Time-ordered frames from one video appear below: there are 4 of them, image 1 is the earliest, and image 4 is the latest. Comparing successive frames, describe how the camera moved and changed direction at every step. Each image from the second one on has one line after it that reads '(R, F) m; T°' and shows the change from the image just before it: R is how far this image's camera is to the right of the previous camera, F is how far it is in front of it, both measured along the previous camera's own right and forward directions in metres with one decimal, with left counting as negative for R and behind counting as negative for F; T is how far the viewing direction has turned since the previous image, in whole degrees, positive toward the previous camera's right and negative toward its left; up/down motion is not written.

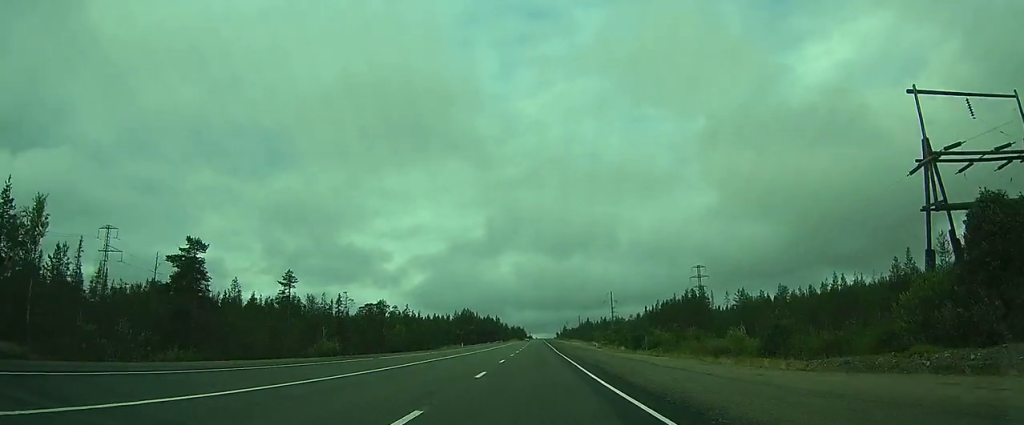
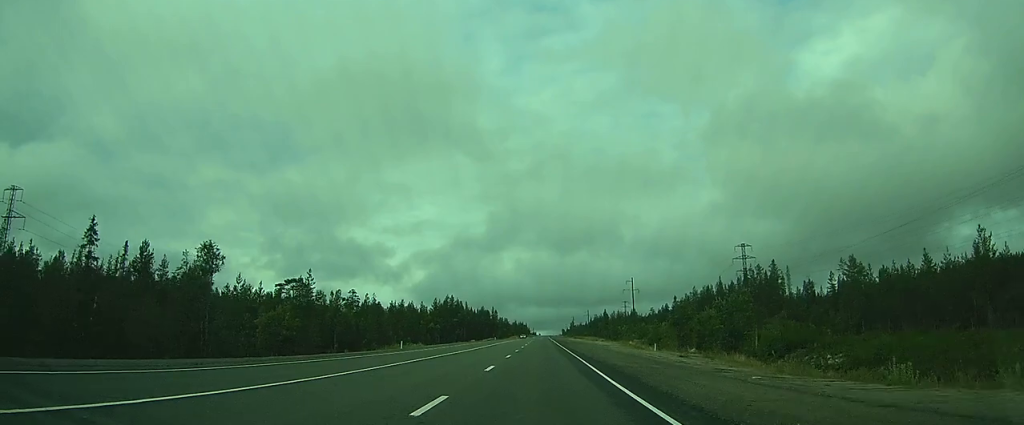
(-1.1, +49.8) m; -1°
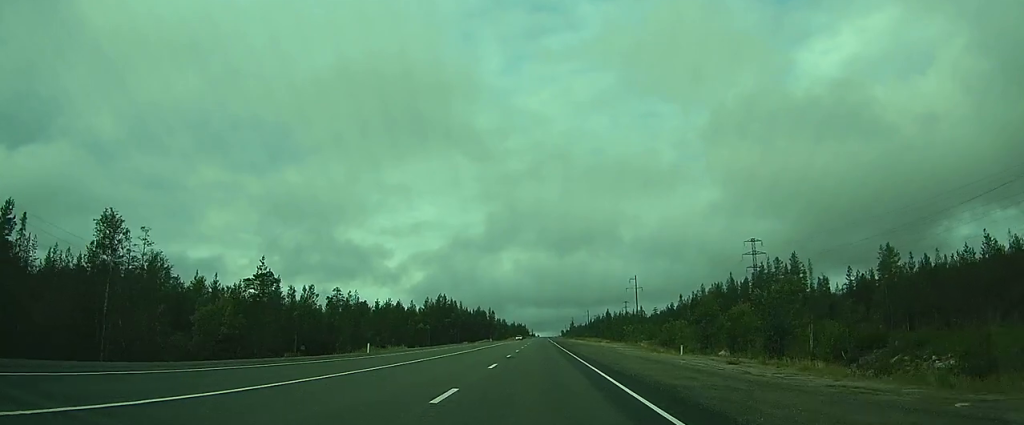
(0.0, +10.9) m; 0°
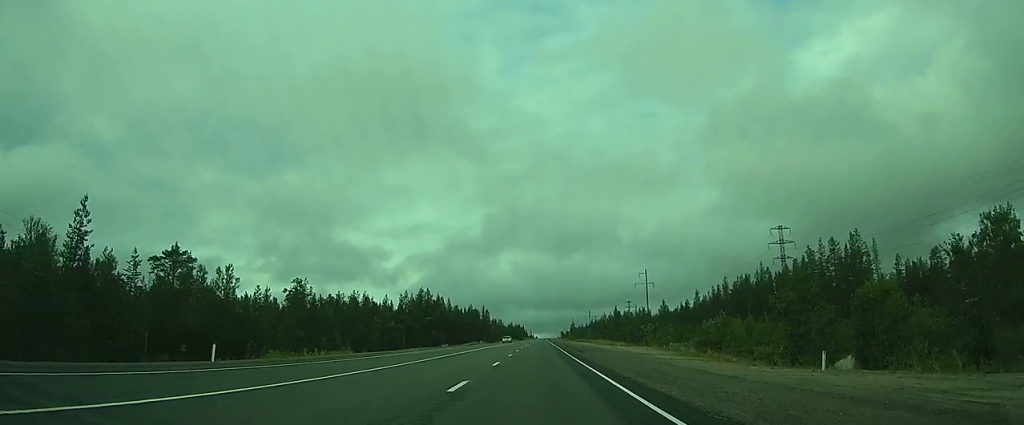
(-0.1, +23.1) m; 0°
